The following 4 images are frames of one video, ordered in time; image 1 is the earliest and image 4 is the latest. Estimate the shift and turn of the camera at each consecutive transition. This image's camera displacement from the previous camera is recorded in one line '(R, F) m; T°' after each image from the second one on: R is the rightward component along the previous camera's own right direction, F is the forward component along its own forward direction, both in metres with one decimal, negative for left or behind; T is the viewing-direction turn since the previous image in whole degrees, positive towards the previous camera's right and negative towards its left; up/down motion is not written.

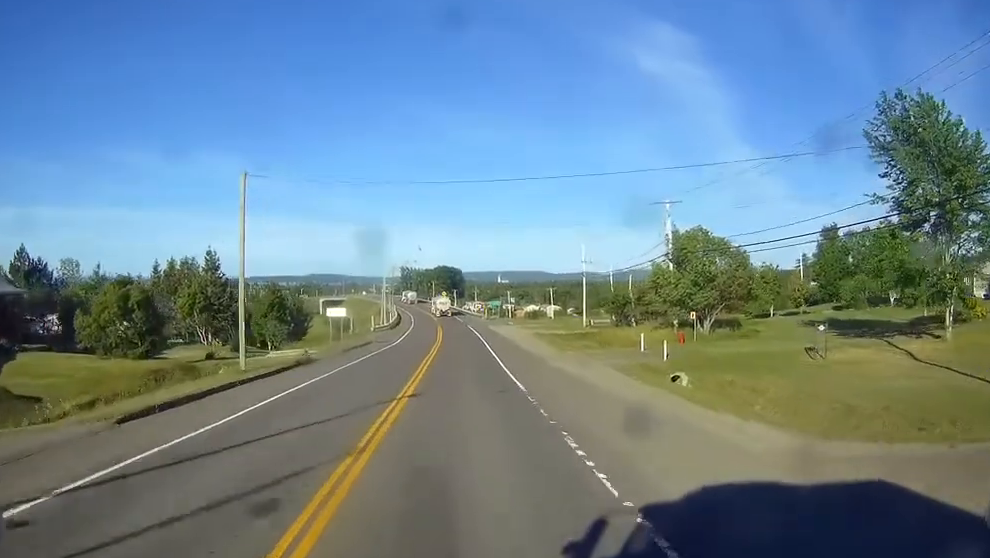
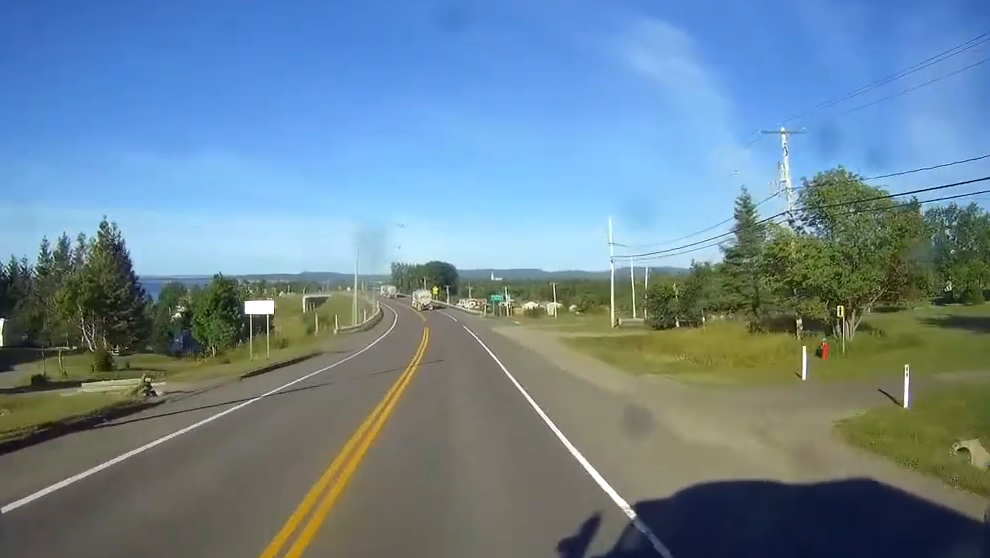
(0.0, +25.1) m; 0°
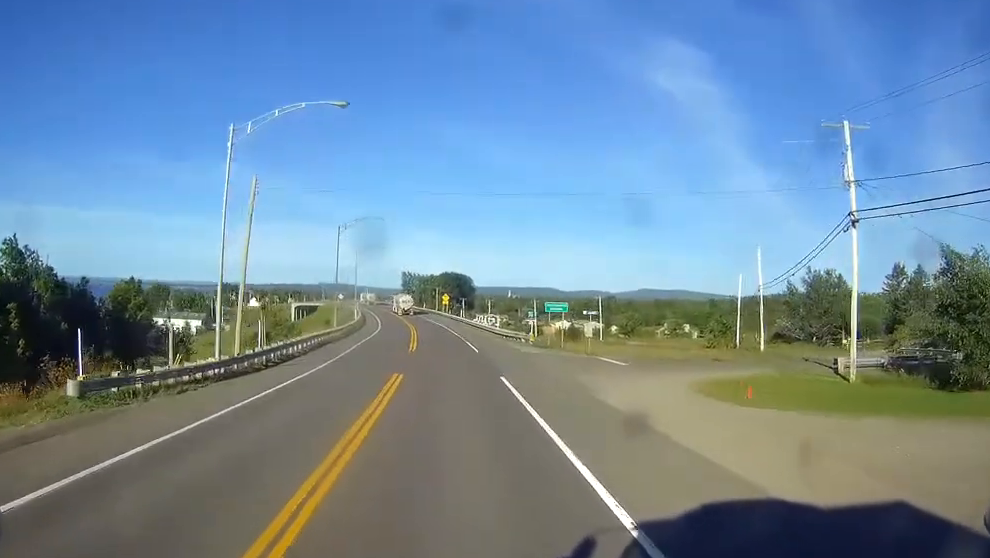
(0.0, +53.8) m; -1°
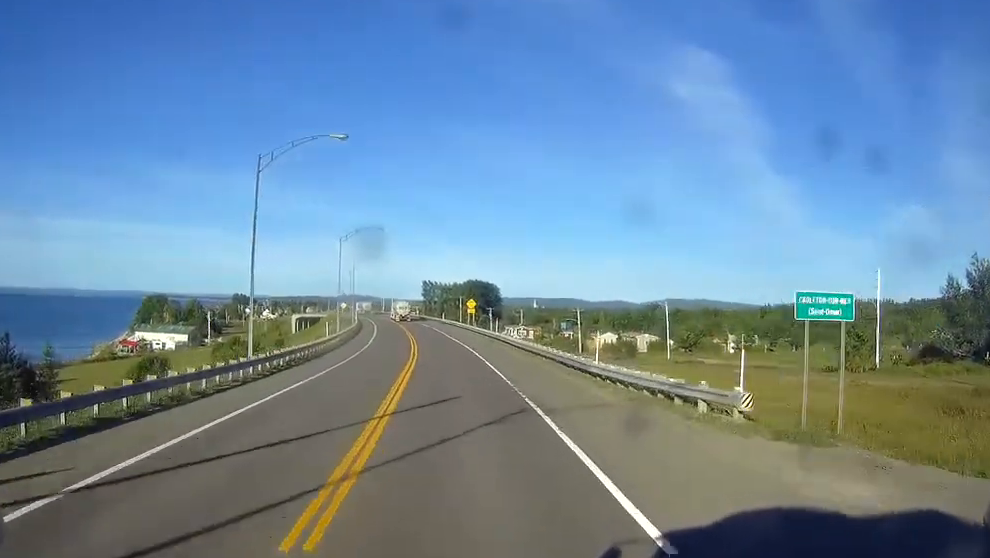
(-0.7, +39.2) m; -2°
